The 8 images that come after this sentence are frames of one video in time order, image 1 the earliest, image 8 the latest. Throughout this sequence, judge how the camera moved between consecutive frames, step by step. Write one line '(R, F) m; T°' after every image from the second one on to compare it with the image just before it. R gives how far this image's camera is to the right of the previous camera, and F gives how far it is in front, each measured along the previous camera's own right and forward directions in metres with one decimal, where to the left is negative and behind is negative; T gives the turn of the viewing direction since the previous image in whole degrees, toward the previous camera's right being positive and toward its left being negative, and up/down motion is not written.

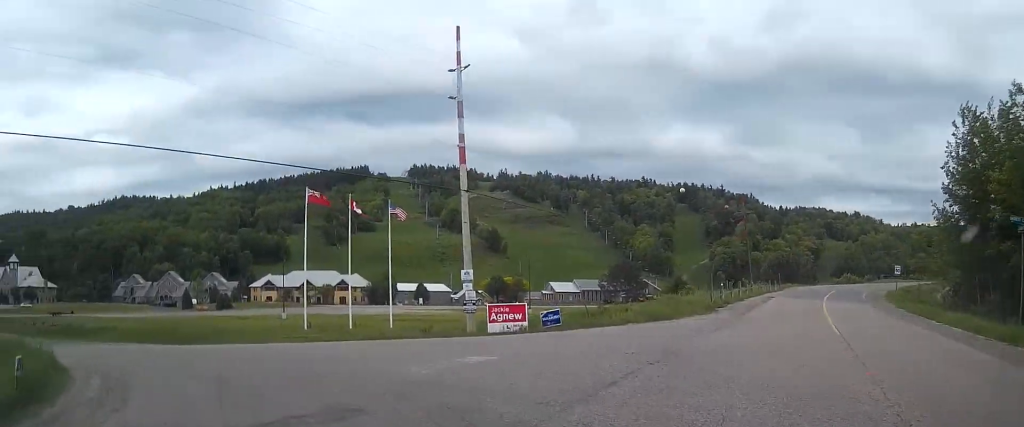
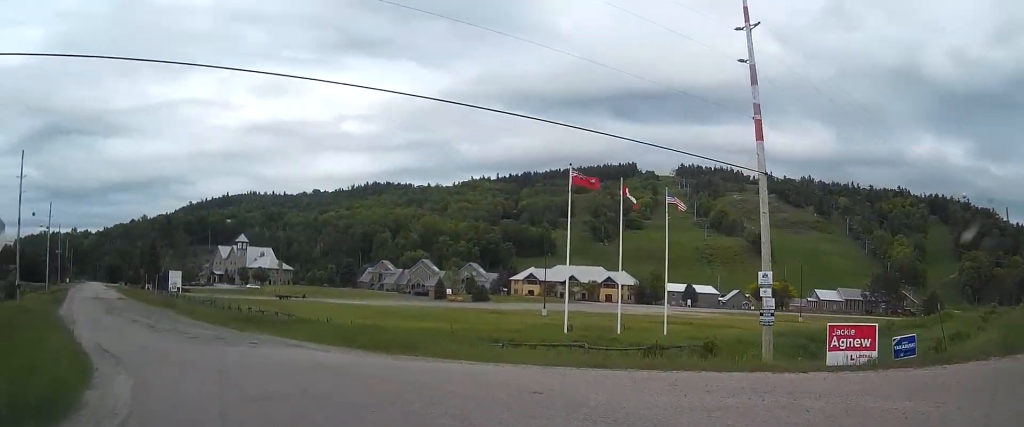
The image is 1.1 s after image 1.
(-1.3, +7.0) m; -19°
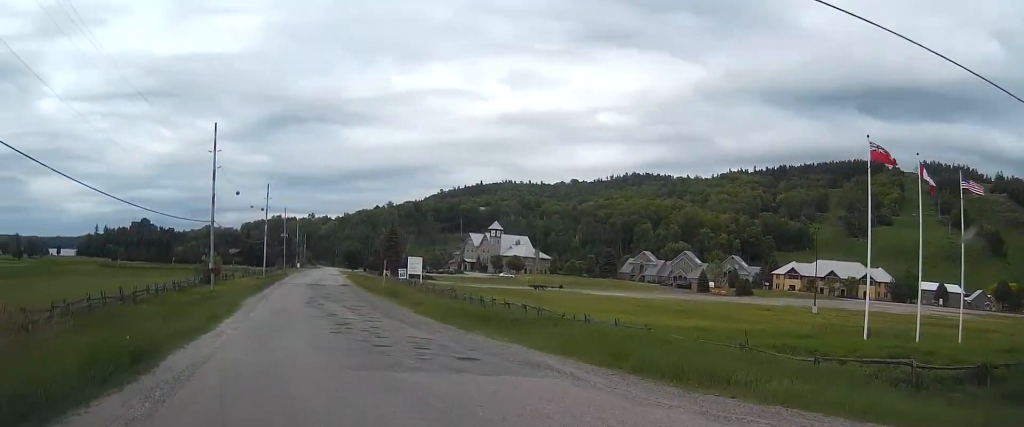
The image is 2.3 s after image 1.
(-1.6, +7.7) m; -20°
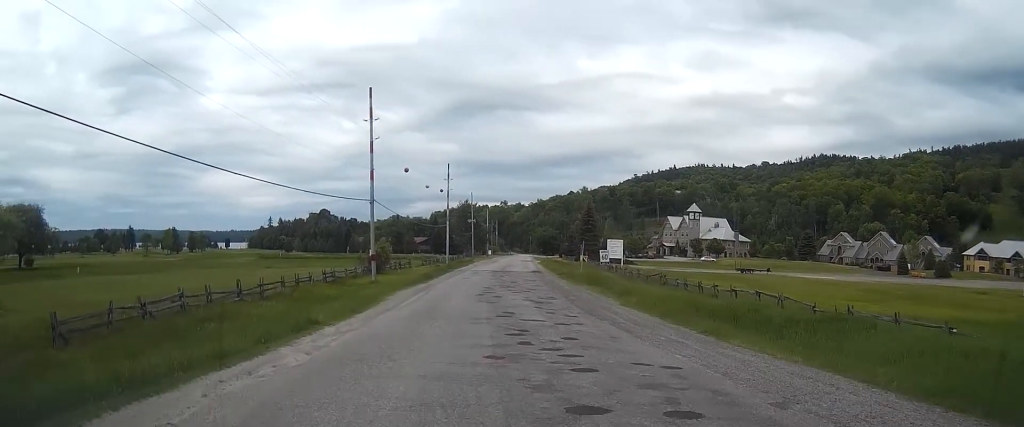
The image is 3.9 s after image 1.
(-1.8, +10.3) m; -16°
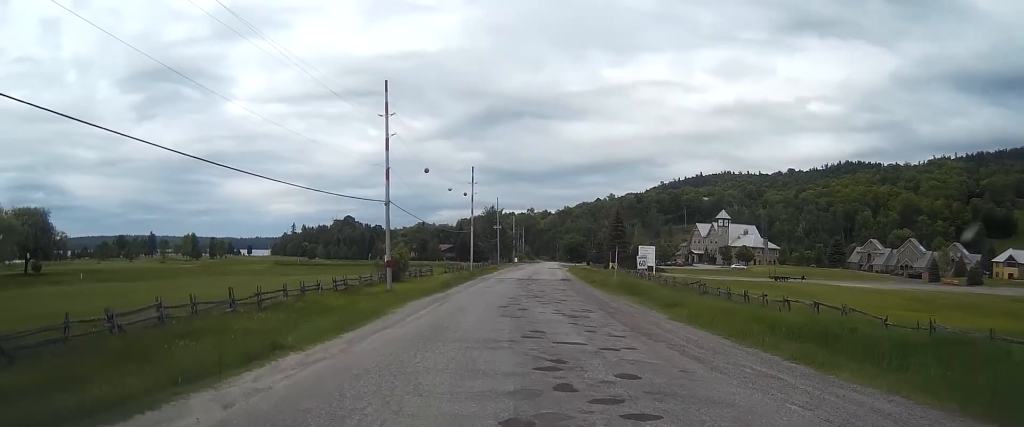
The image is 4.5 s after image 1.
(-0.2, +4.8) m; -2°
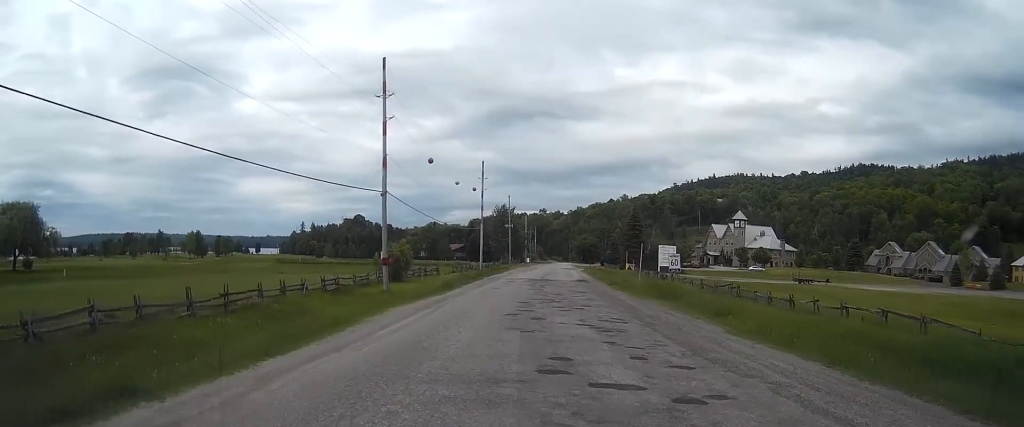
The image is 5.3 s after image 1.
(-0.1, +6.1) m; -1°
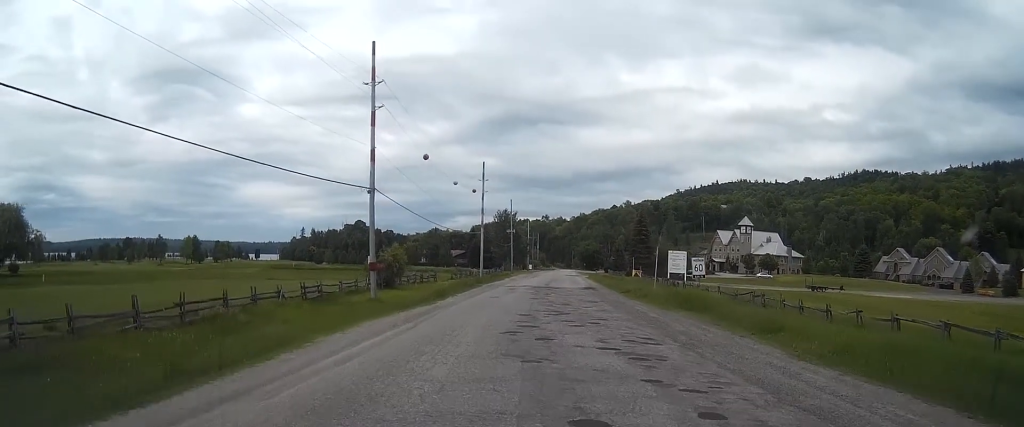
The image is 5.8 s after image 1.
(0.0, +4.7) m; 0°
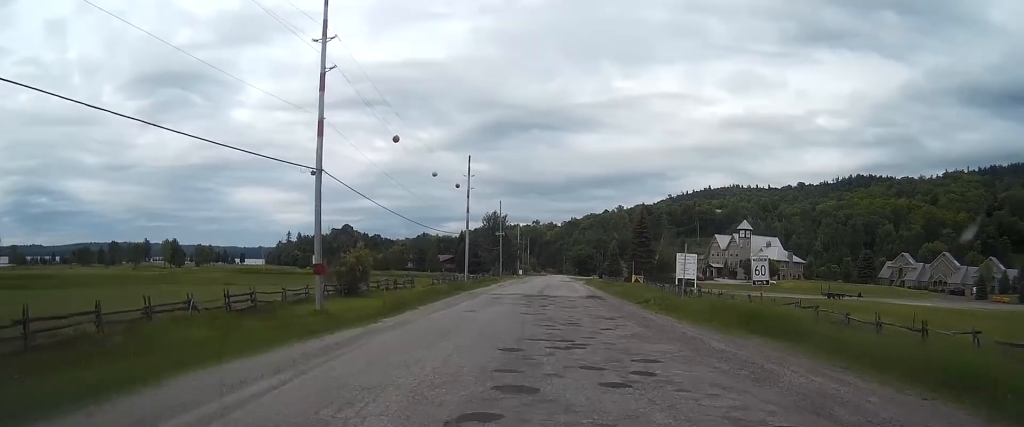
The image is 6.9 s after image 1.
(0.0, +9.9) m; 0°
